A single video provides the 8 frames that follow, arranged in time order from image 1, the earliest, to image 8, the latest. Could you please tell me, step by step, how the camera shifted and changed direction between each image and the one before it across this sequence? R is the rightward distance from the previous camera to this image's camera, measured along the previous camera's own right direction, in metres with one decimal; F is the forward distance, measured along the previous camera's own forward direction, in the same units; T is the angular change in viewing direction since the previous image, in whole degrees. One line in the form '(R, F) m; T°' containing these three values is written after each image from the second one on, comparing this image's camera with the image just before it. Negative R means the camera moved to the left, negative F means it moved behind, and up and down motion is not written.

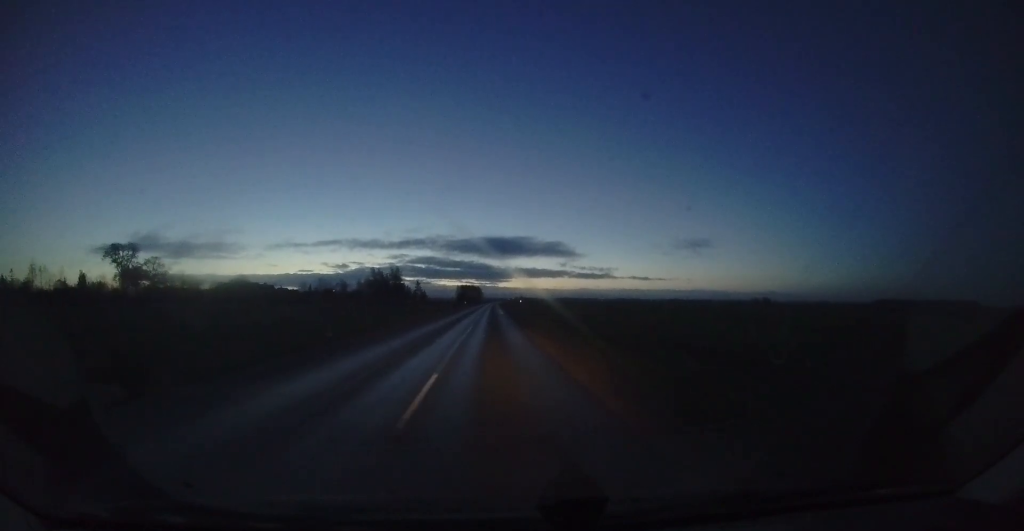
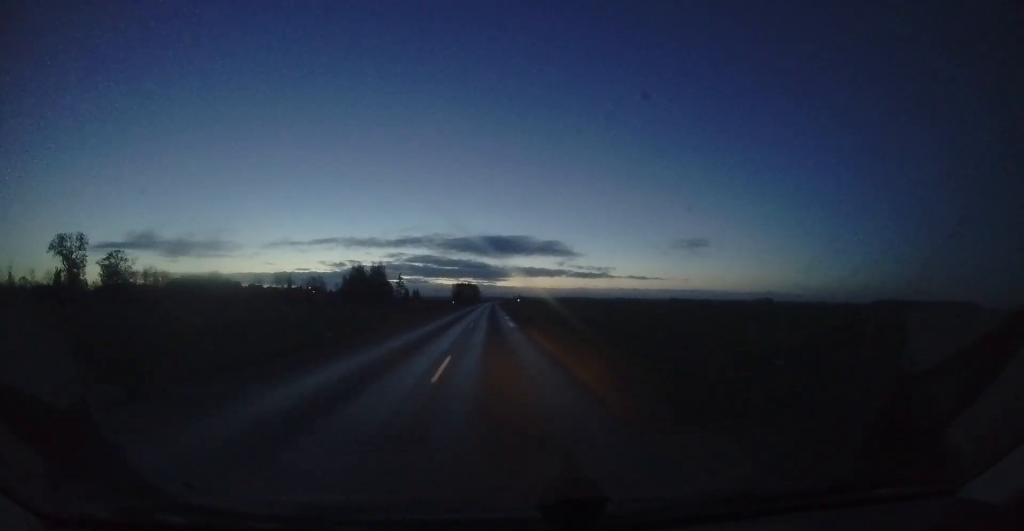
(-0.1, +21.6) m; 0°
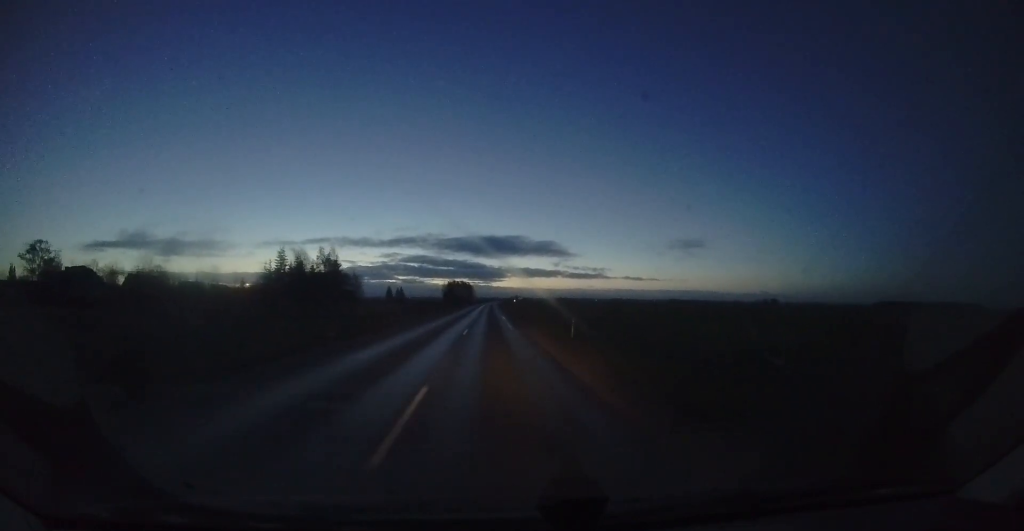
(-0.1, +39.0) m; +1°
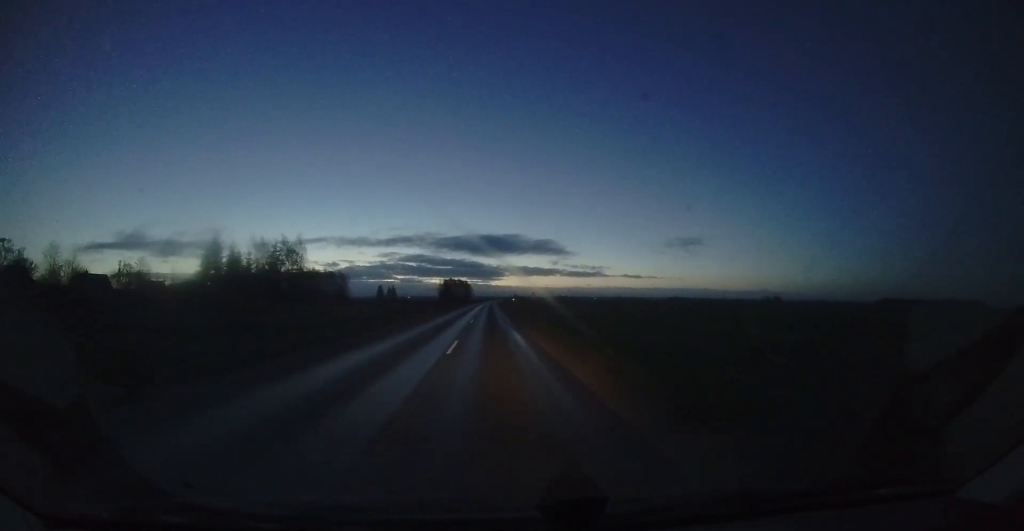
(+0.3, +17.5) m; 0°
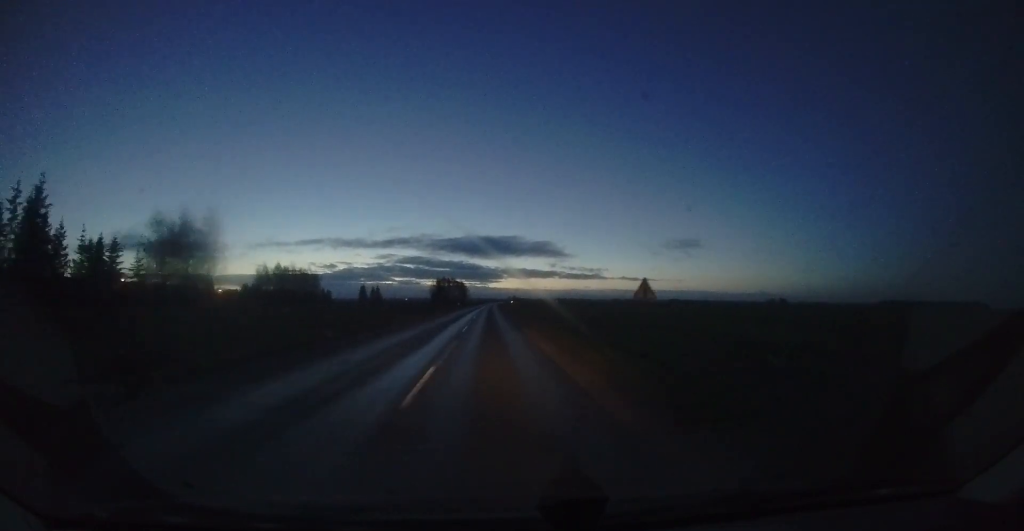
(-0.1, +28.9) m; 0°
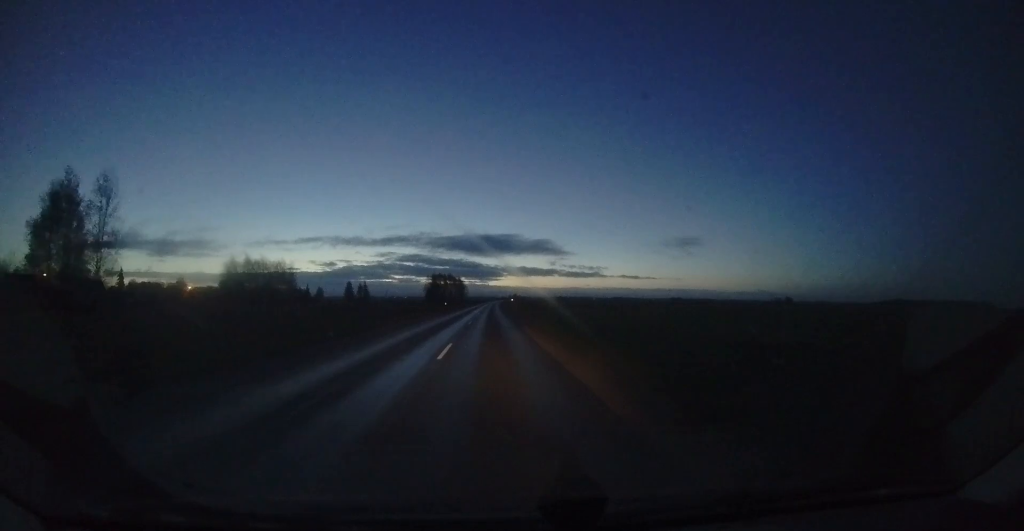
(0.0, +20.2) m; 0°
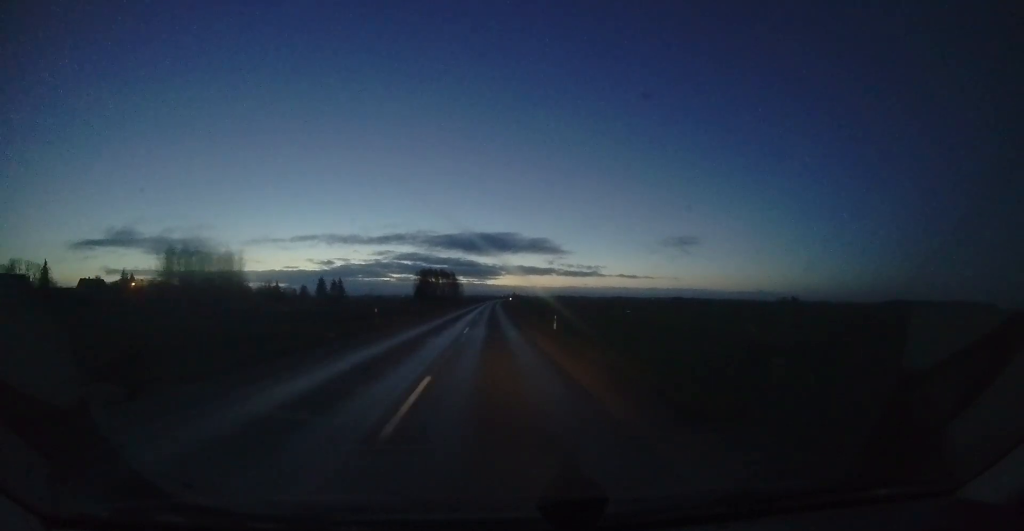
(+0.2, +29.0) m; +2°
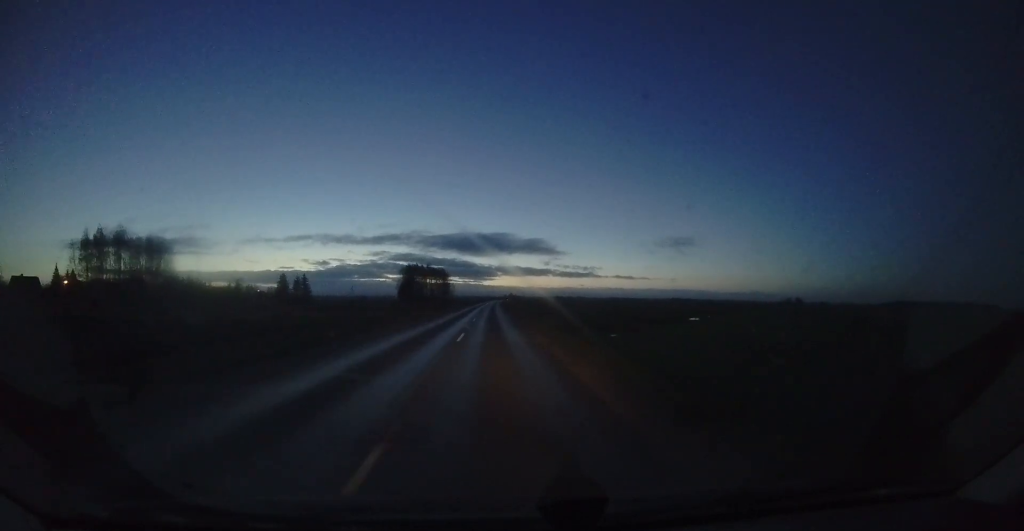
(+0.5, +27.3) m; +1°
